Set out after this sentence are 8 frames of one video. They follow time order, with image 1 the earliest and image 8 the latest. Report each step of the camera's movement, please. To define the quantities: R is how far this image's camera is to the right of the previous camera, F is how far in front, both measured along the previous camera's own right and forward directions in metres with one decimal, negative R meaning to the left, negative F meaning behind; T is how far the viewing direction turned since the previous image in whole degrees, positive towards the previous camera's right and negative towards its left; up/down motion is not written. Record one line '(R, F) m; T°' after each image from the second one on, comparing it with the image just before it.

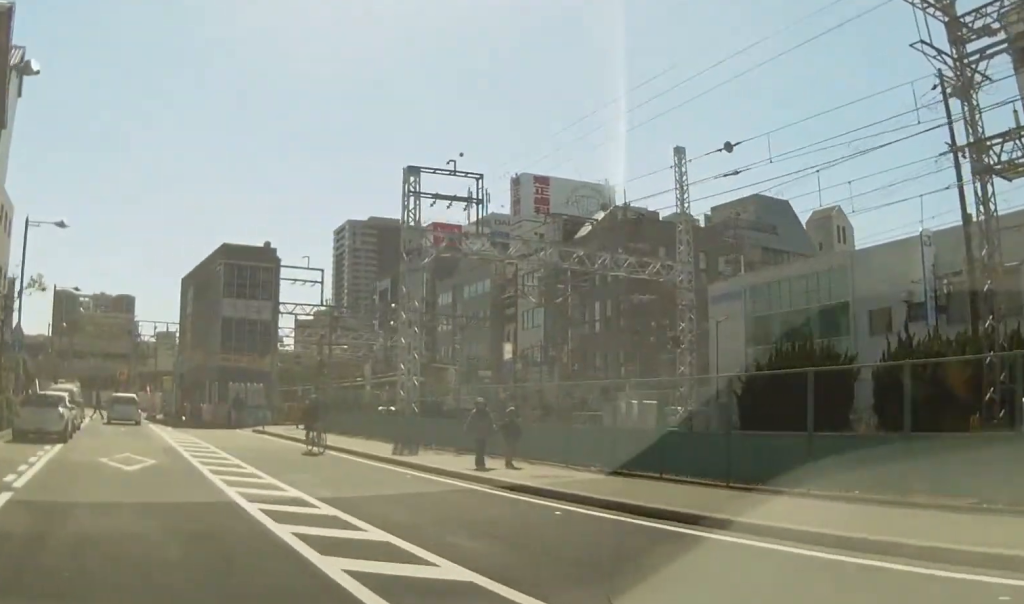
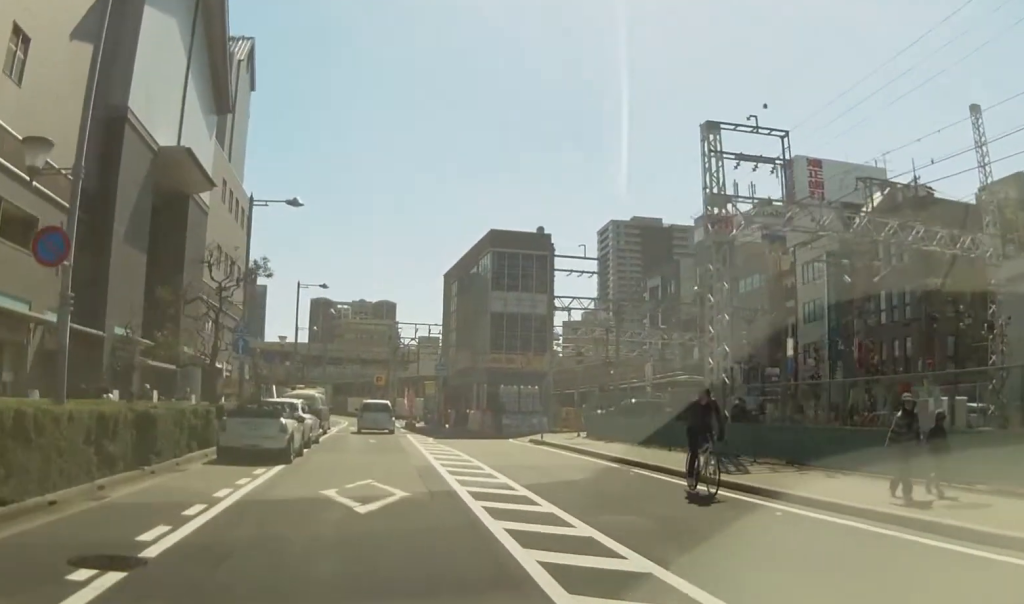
(-1.2, +6.3) m; -16°
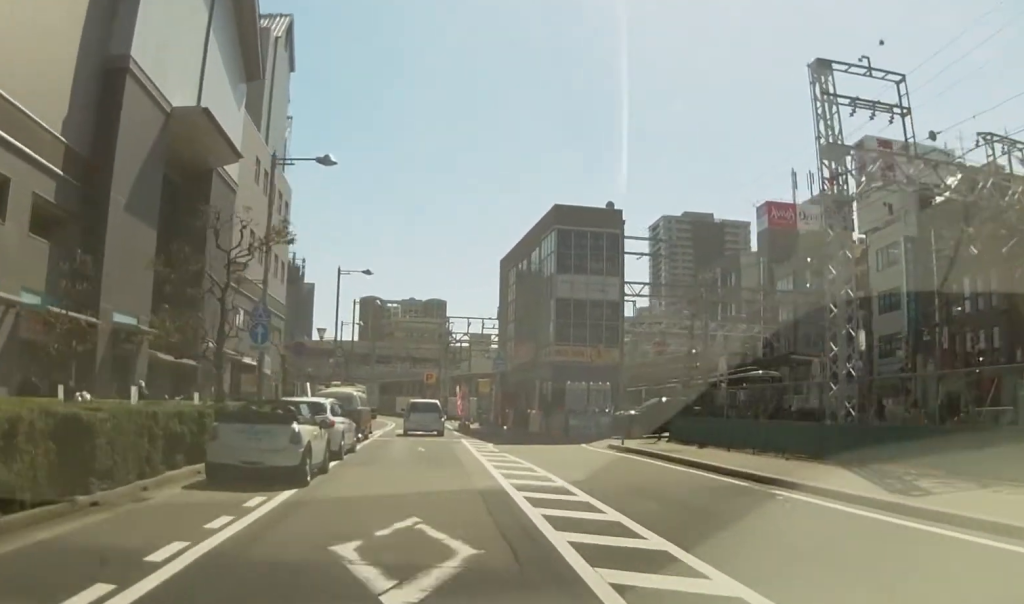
(-0.5, +5.7) m; -8°
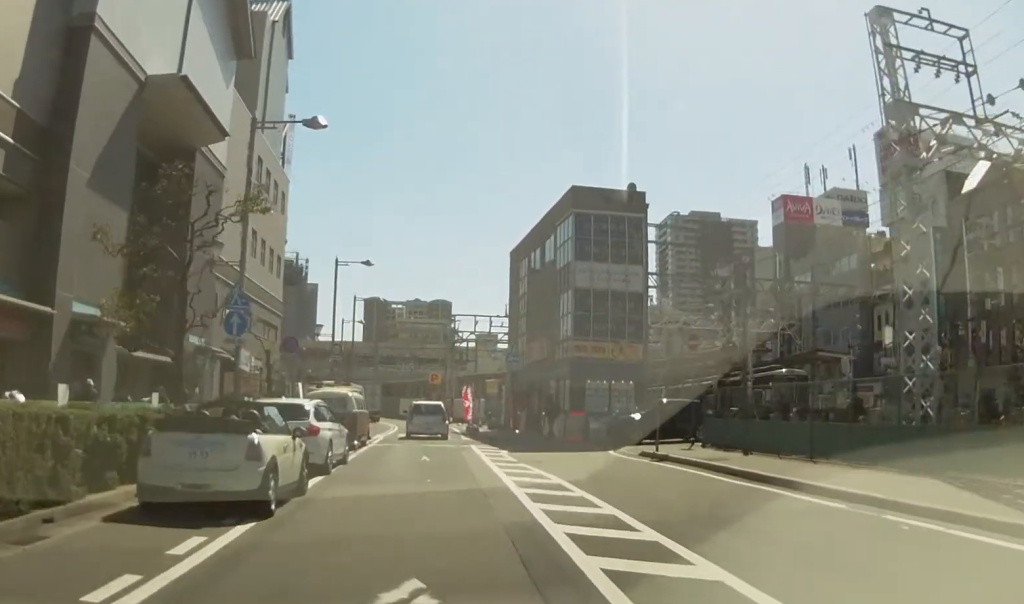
(-0.3, +3.7) m; 0°
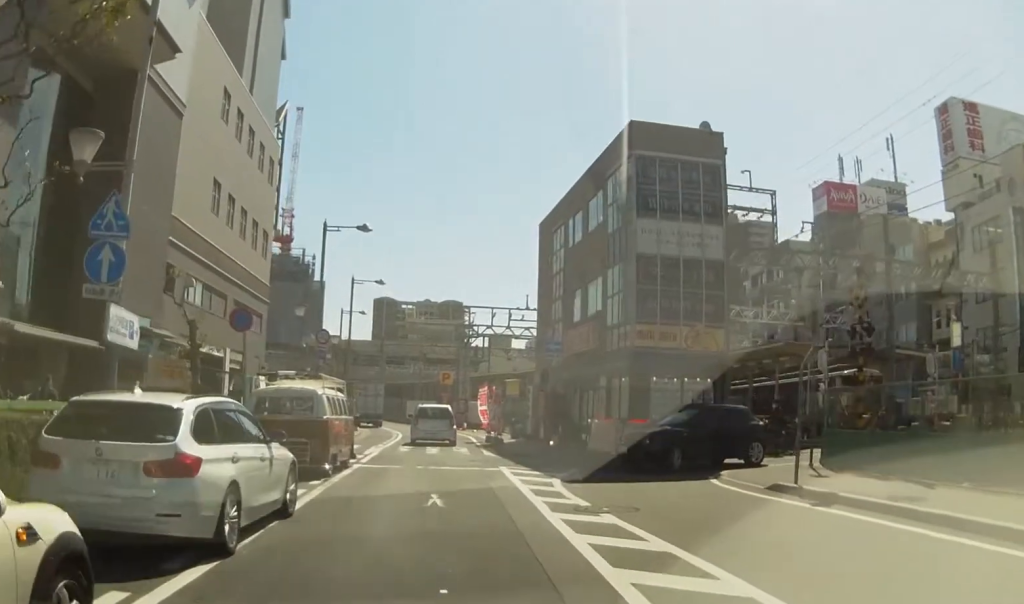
(+0.1, +8.9) m; -3°
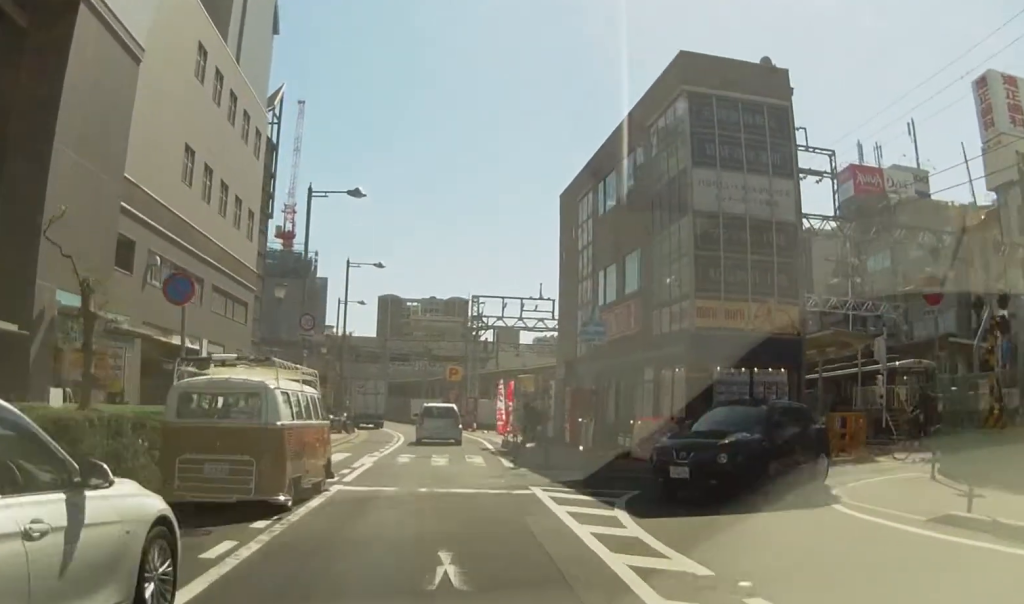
(-0.2, +5.5) m; -2°
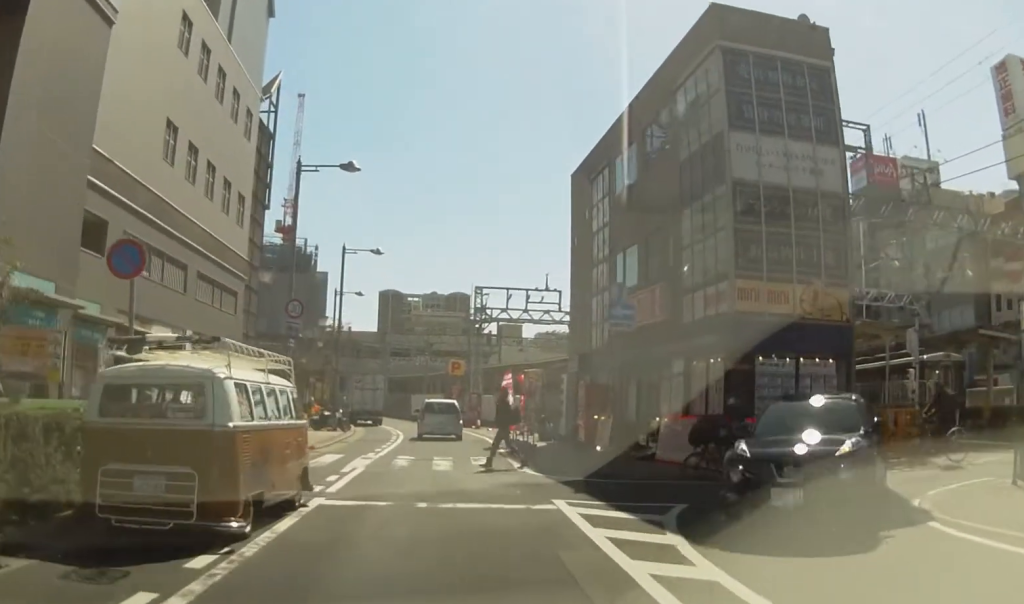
(0.0, +2.6) m; 0°
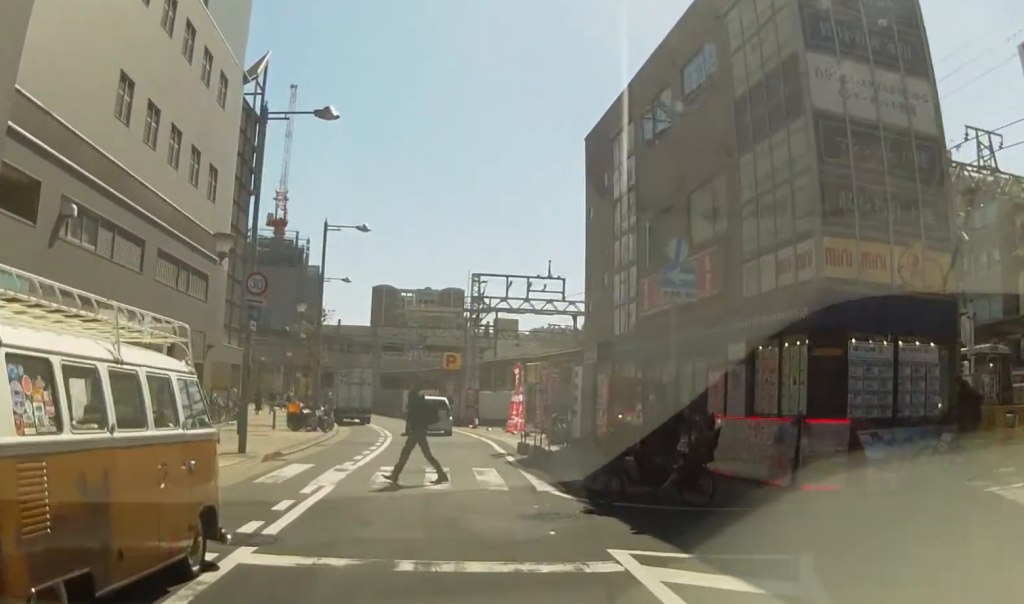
(0.0, +4.5) m; 0°
